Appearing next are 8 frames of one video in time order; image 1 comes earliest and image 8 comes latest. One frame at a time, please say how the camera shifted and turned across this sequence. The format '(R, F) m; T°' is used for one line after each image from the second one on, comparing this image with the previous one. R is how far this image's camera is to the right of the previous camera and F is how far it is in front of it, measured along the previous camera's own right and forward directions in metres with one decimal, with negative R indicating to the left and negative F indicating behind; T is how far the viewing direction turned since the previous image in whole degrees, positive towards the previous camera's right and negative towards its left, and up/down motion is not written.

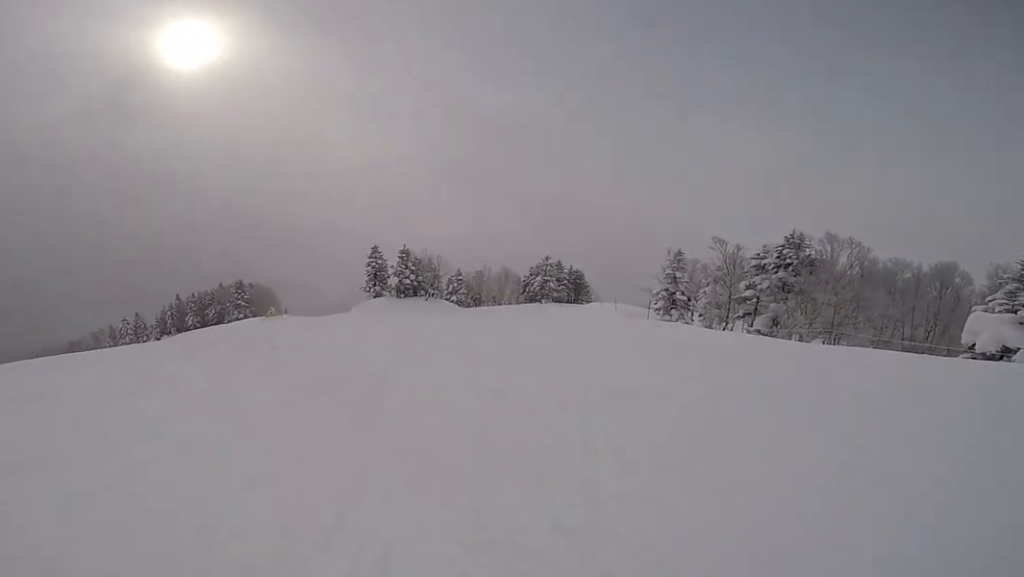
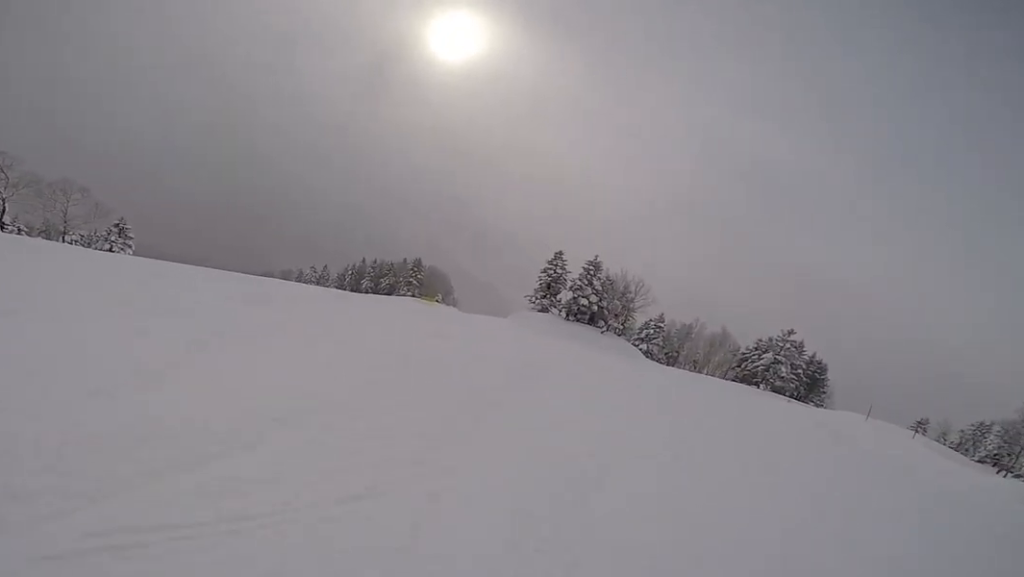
(-1.9, +8.5) m; -30°
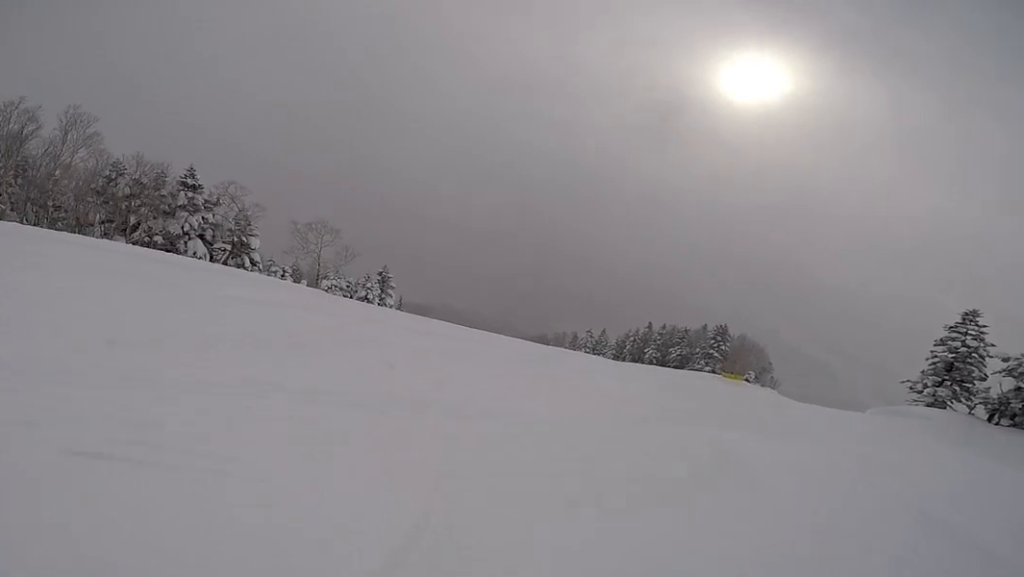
(-1.5, +7.3) m; -17°
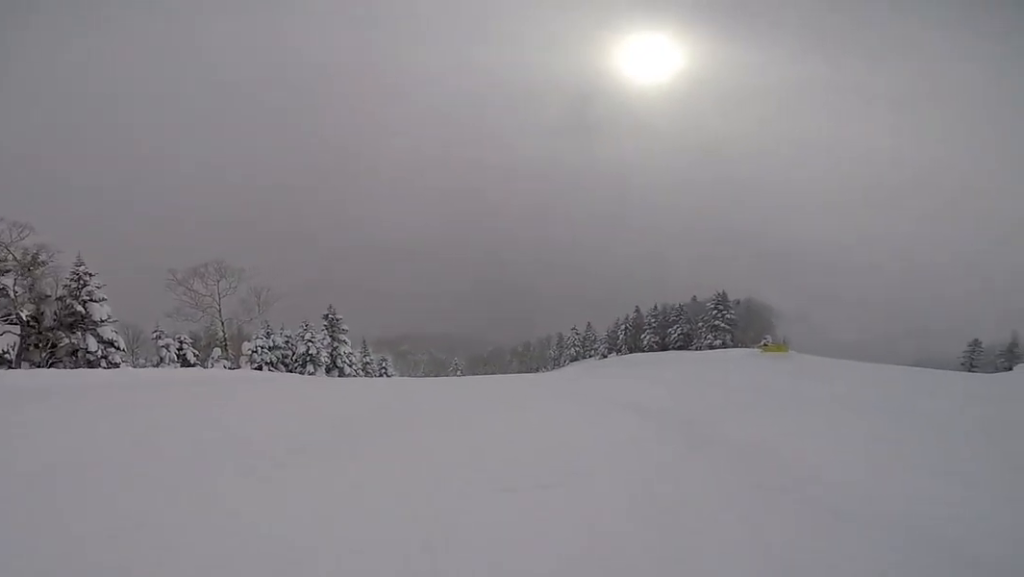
(-0.5, +11.8) m; +6°
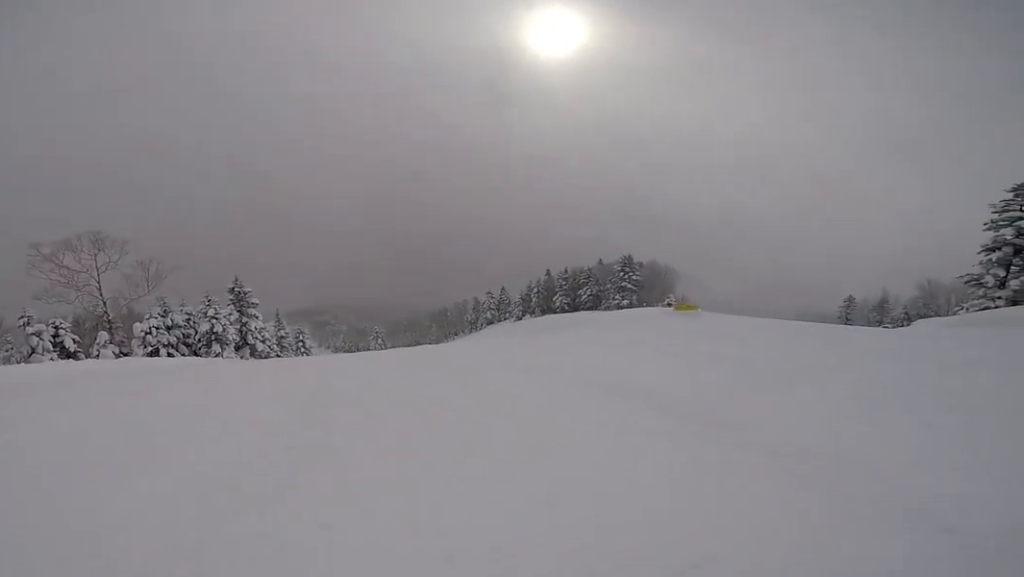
(+0.4, +2.6) m; +9°
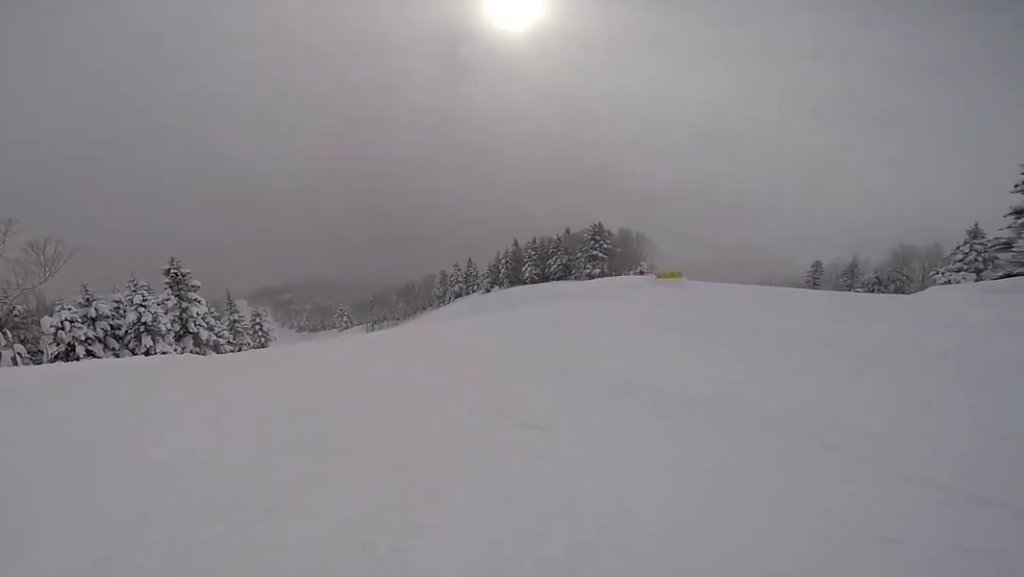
(+0.6, +4.4) m; +8°
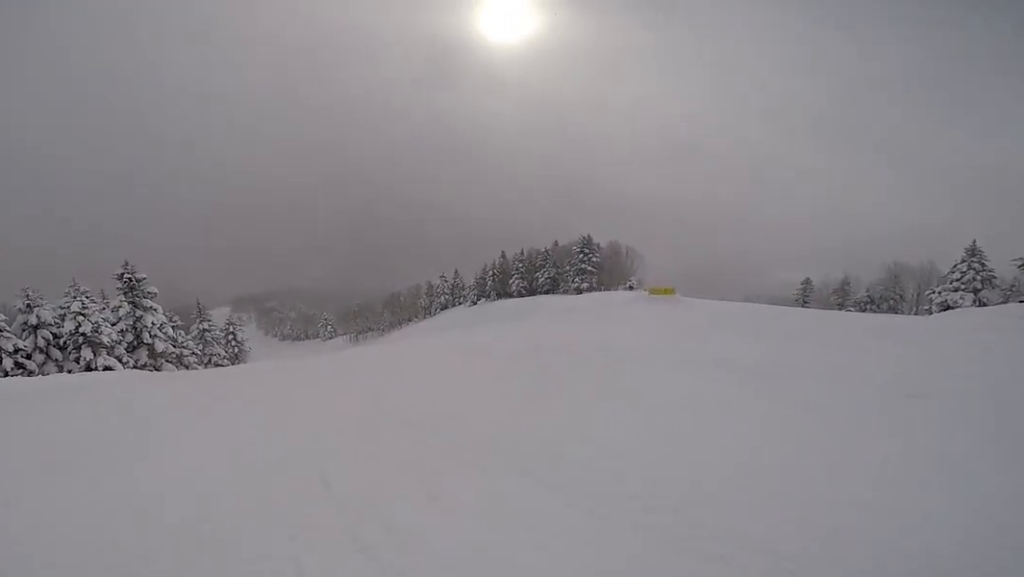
(+0.7, +3.4) m; -6°
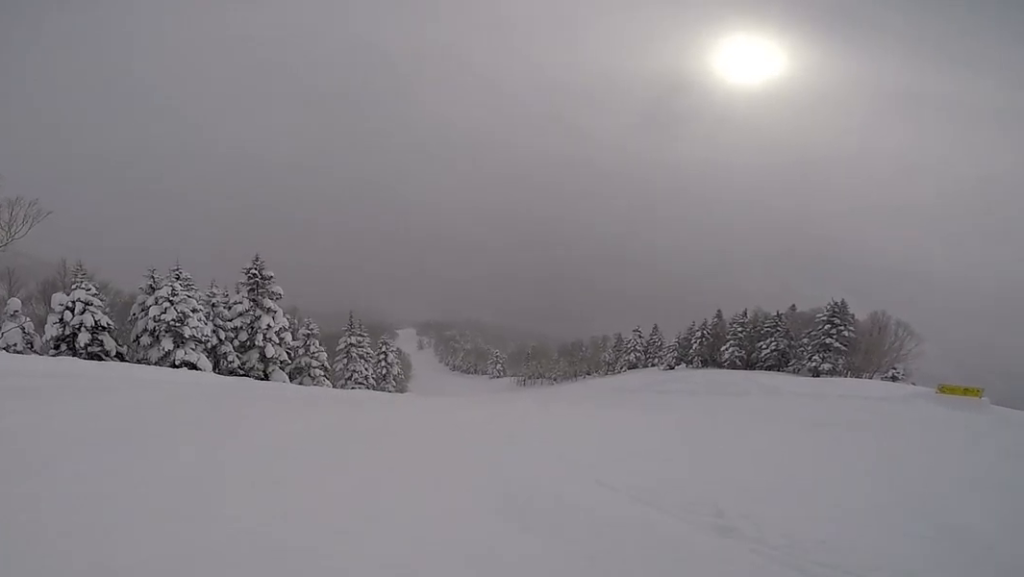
(-2.3, +8.3) m; -17°
